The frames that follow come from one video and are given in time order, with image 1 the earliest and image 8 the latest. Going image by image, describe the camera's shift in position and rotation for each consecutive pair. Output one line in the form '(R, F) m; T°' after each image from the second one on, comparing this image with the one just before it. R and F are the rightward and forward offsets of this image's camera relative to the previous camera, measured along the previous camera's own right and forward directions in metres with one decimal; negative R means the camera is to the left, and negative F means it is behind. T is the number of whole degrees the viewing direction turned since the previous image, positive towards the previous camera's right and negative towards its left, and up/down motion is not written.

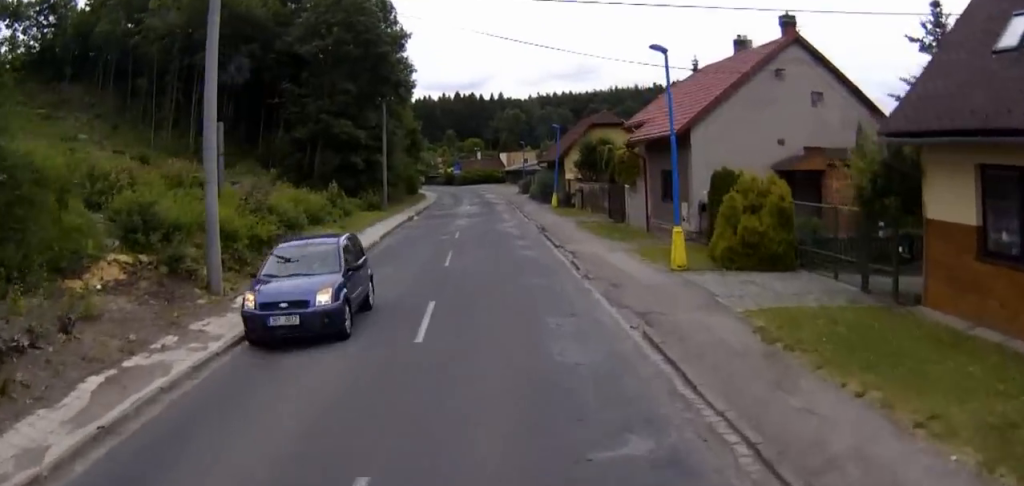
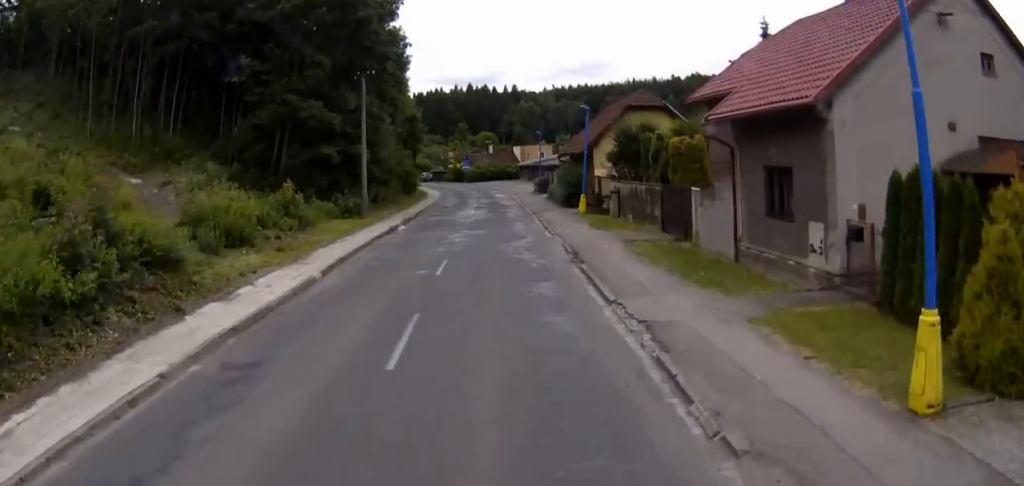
(-0.3, +11.0) m; -1°
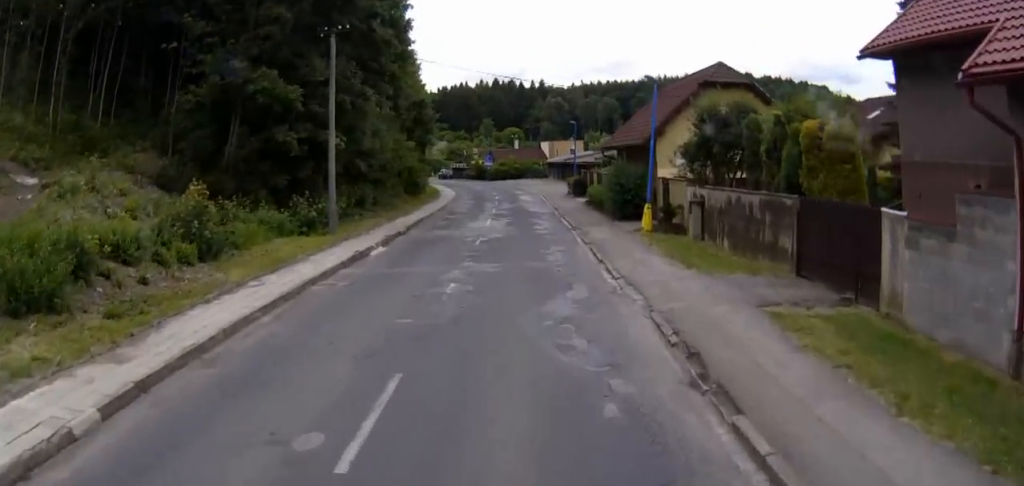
(0.0, +11.9) m; 0°
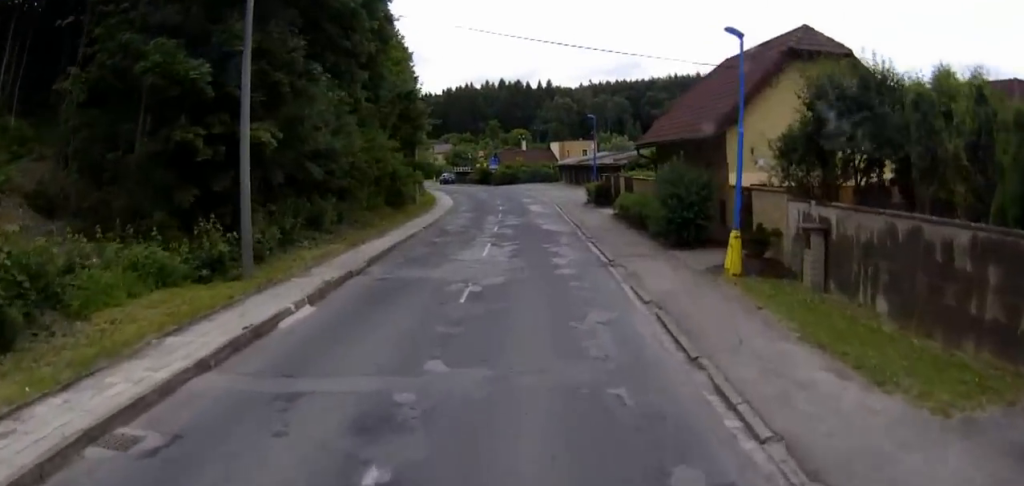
(0.0, +9.7) m; 0°
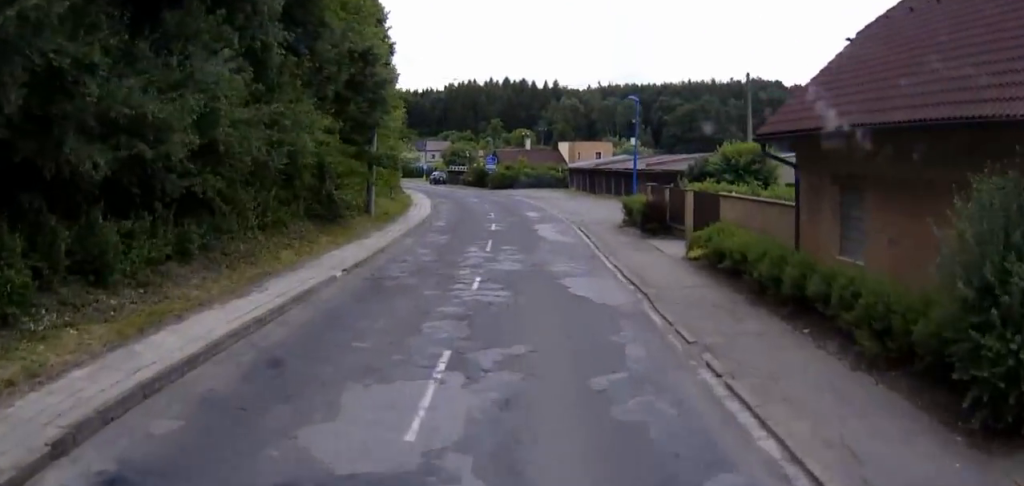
(-0.1, +15.3) m; -1°
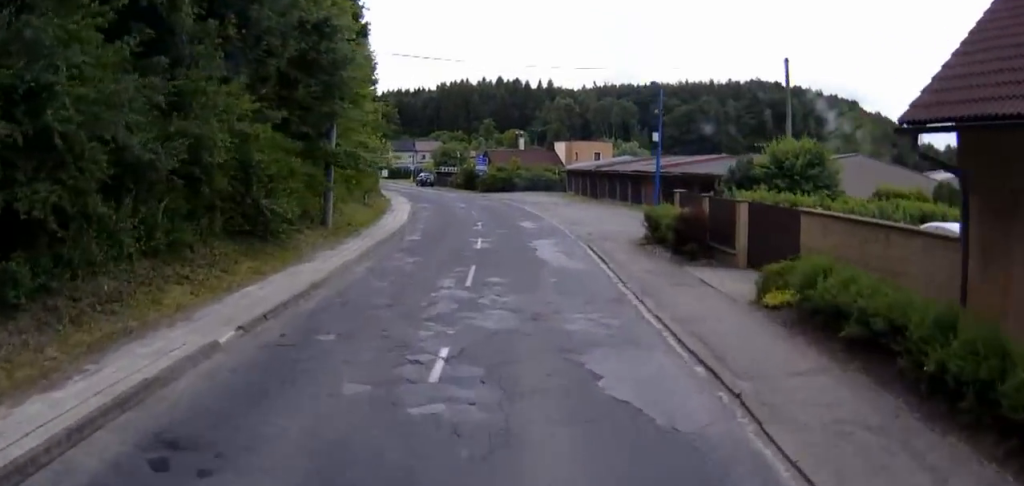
(0.0, +6.6) m; 0°
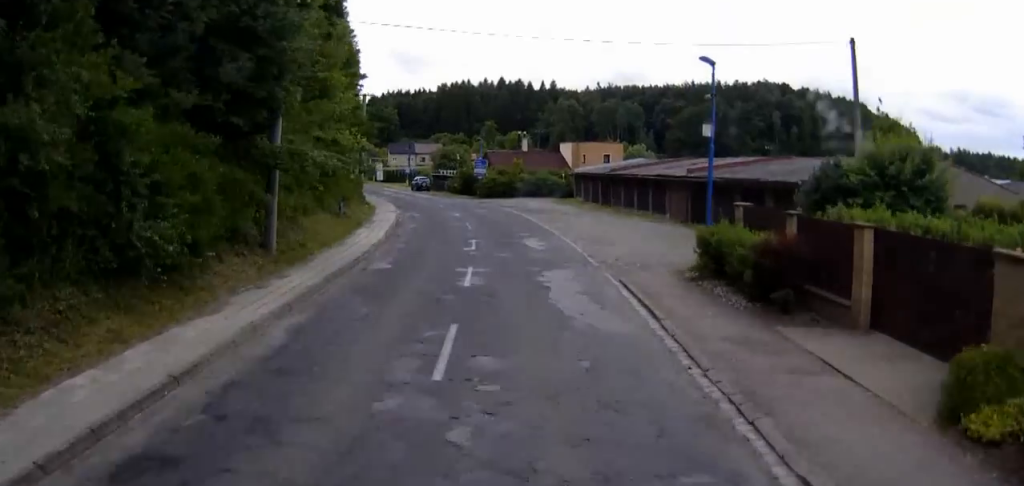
(0.0, +6.8) m; 0°
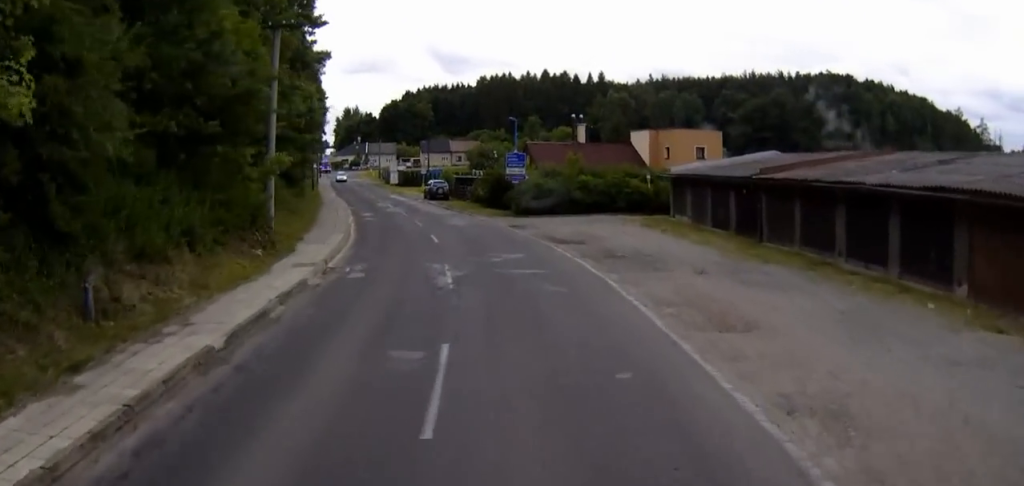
(-0.5, +25.0) m; -4°
